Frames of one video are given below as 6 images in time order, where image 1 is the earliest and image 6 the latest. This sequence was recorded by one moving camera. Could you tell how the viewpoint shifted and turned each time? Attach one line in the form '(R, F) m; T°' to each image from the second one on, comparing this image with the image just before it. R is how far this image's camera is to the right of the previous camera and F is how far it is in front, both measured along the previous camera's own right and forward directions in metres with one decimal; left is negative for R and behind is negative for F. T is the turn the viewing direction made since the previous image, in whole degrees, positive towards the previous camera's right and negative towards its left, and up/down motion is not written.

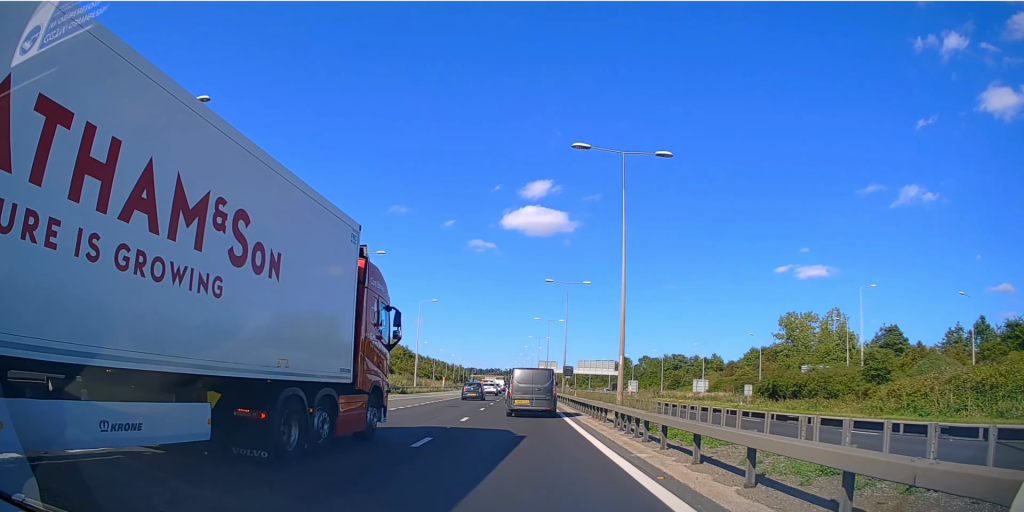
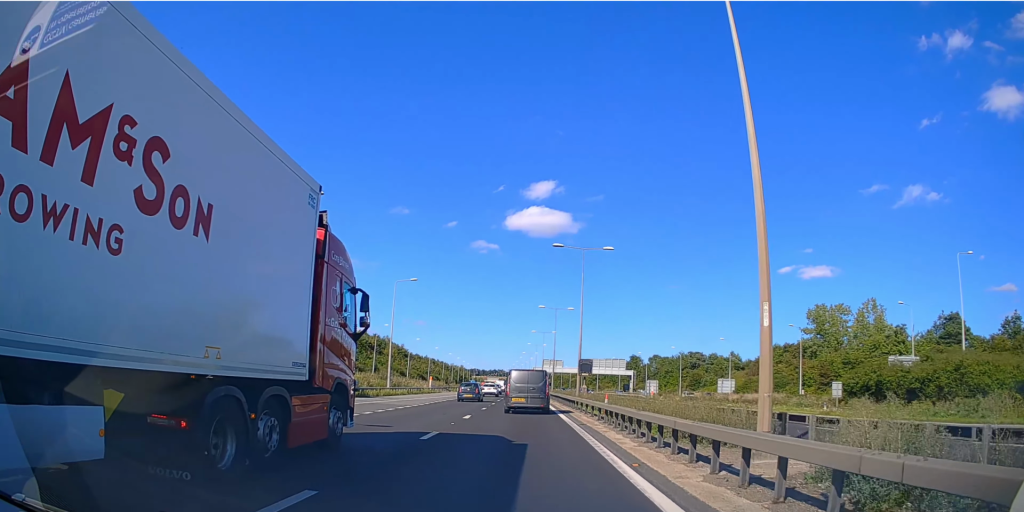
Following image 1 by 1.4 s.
(+0.2, +12.9) m; 0°
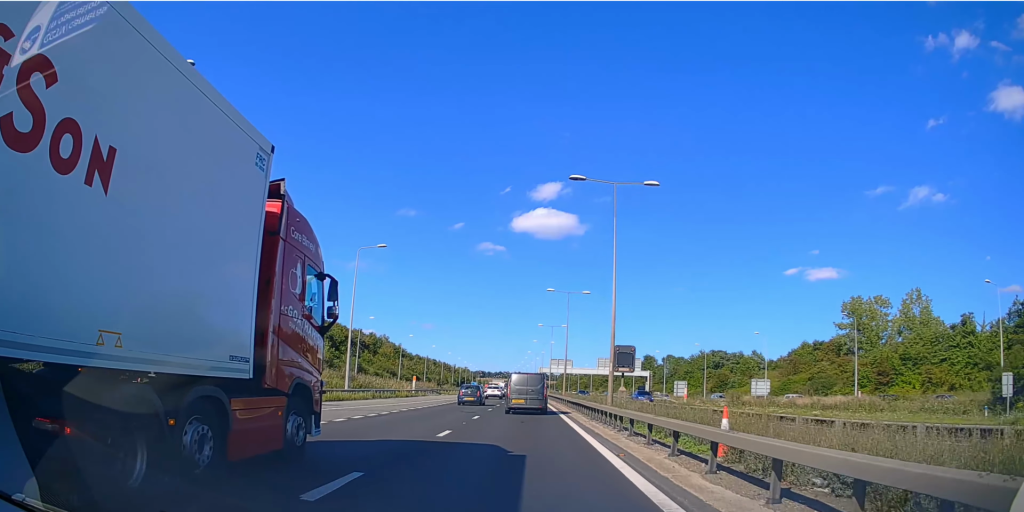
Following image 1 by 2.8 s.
(-0.3, +13.3) m; -1°
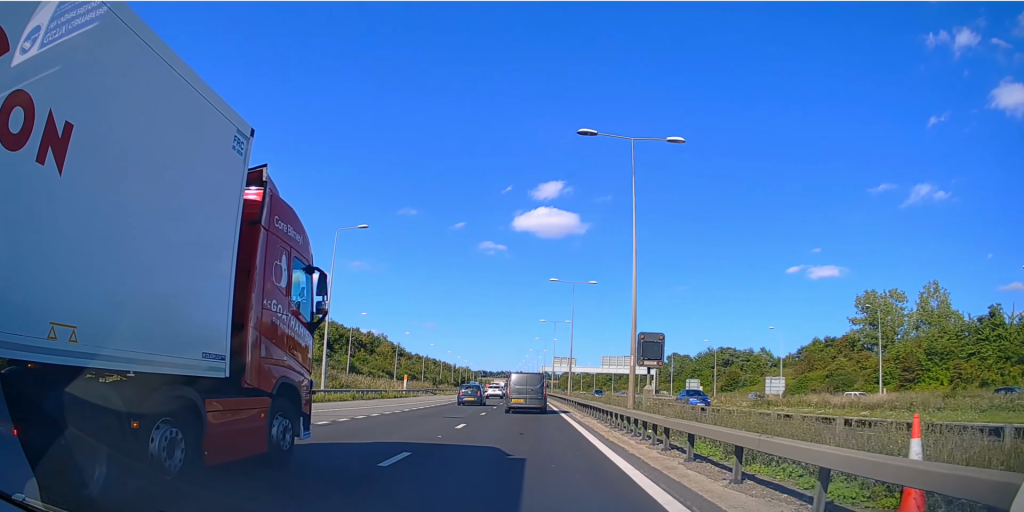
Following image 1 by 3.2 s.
(0.0, +4.8) m; 0°
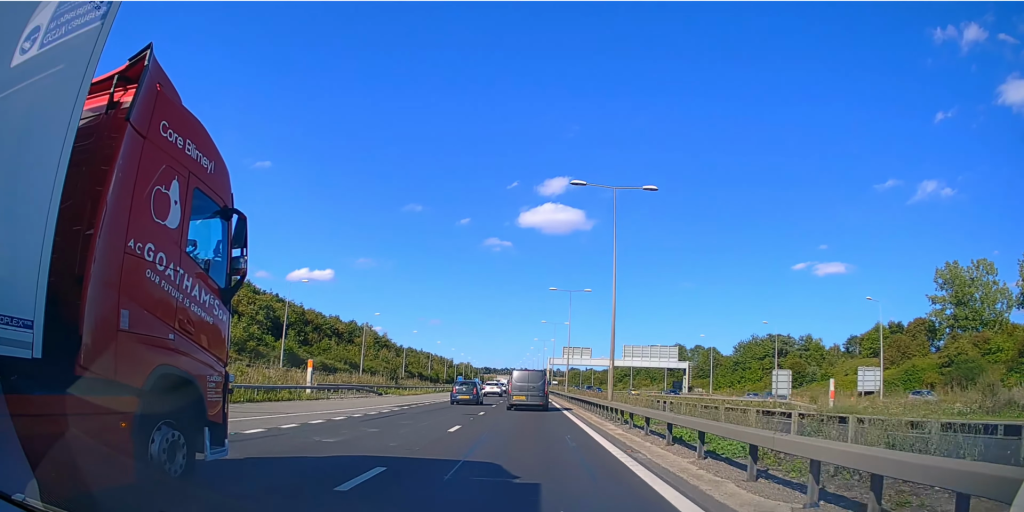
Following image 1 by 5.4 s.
(+0.1, +27.7) m; 0°
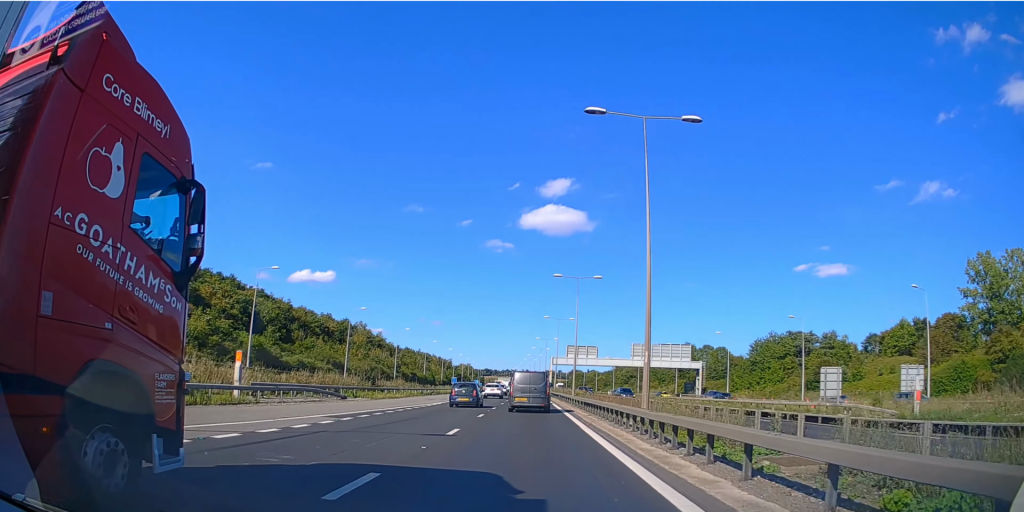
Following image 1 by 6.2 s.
(0.0, +9.5) m; 0°
